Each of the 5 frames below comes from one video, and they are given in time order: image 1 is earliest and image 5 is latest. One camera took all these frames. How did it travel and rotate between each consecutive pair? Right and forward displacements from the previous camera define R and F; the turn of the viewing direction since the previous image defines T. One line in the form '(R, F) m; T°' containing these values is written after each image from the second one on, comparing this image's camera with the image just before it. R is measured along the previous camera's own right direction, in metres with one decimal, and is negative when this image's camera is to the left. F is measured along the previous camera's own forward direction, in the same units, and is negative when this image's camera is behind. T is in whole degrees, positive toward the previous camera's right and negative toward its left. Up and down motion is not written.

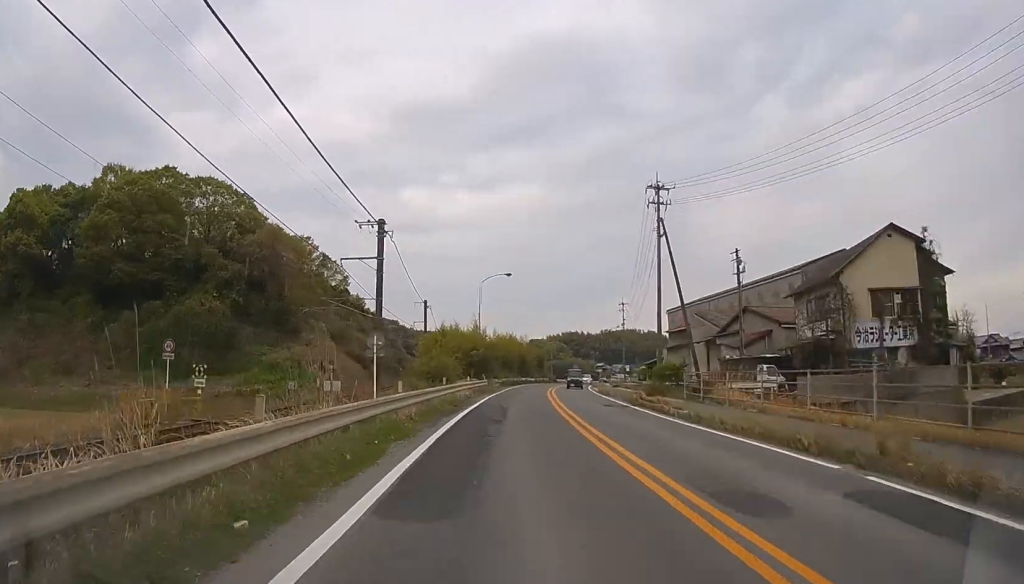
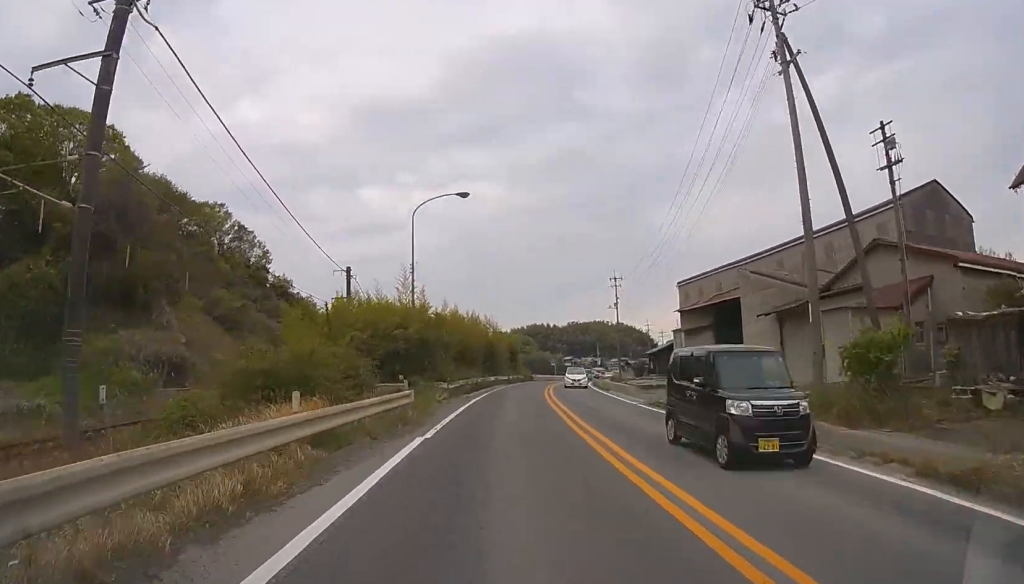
(0.0, +22.3) m; +7°
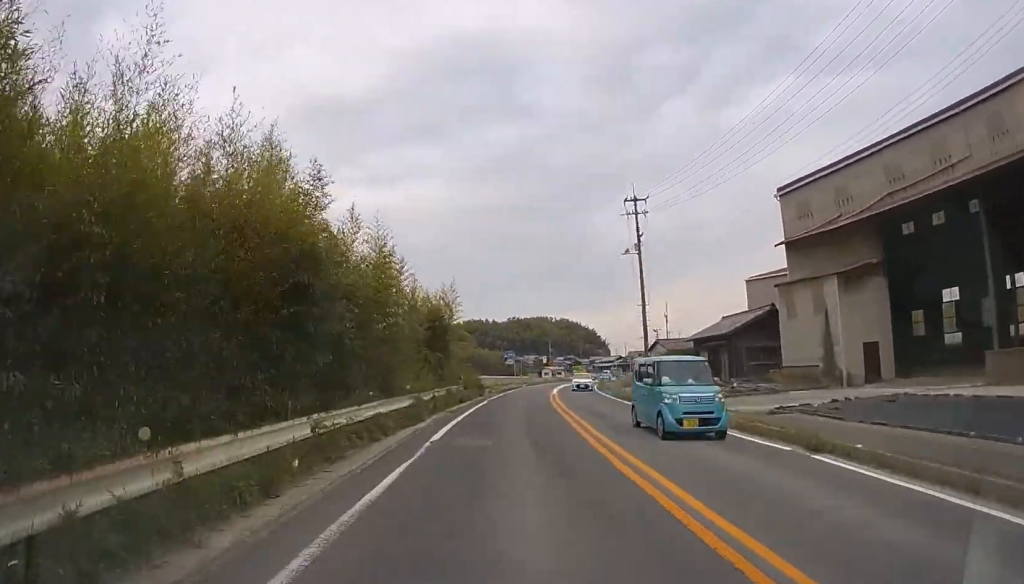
(+5.0, +37.6) m; +11°
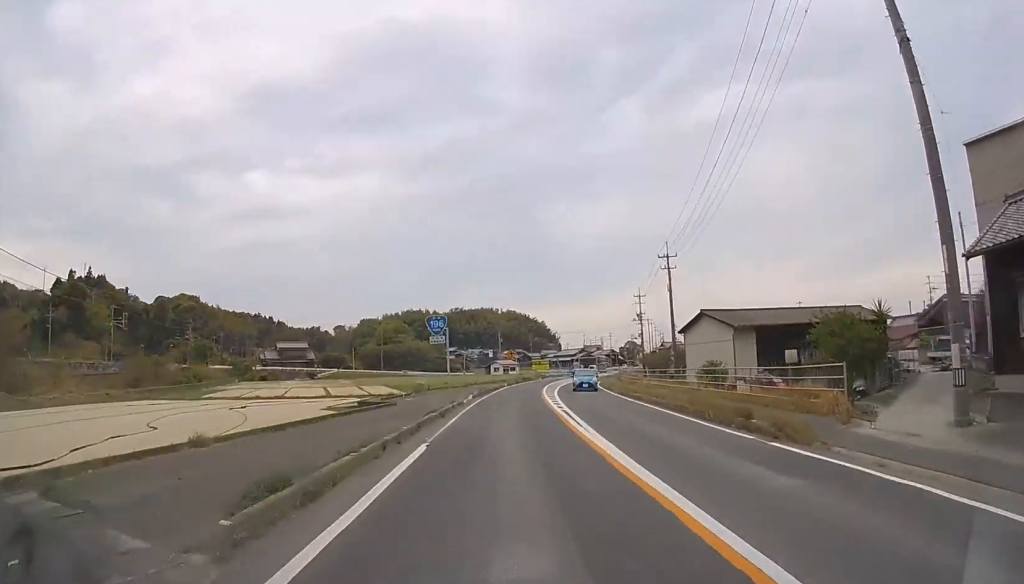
(+2.1, +33.2) m; +6°
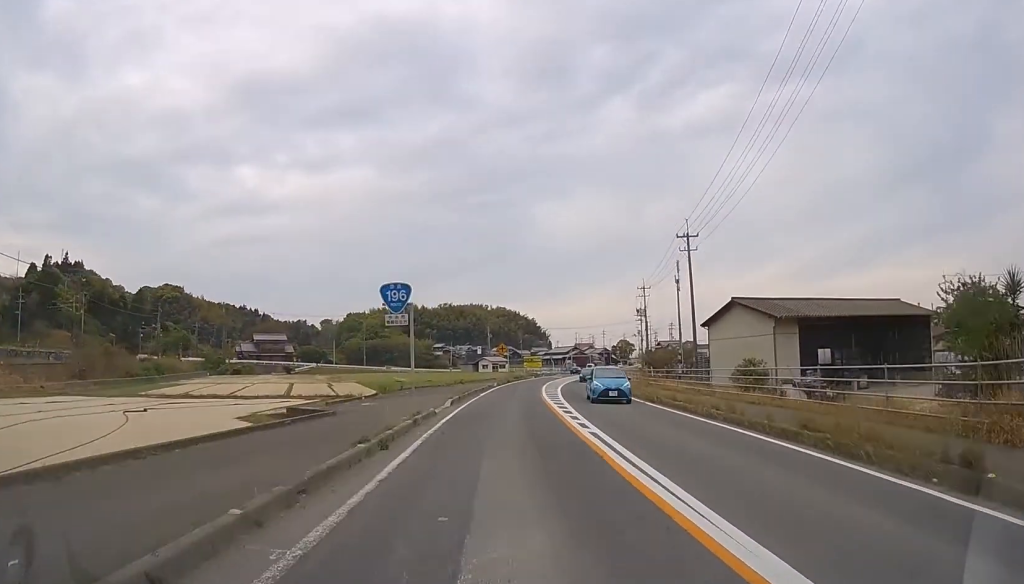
(+0.1, +7.4) m; +1°
